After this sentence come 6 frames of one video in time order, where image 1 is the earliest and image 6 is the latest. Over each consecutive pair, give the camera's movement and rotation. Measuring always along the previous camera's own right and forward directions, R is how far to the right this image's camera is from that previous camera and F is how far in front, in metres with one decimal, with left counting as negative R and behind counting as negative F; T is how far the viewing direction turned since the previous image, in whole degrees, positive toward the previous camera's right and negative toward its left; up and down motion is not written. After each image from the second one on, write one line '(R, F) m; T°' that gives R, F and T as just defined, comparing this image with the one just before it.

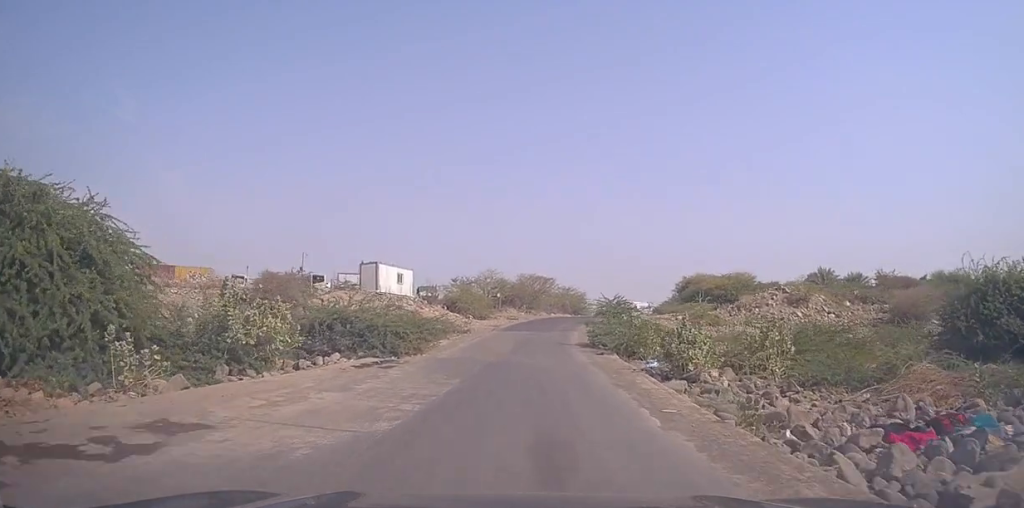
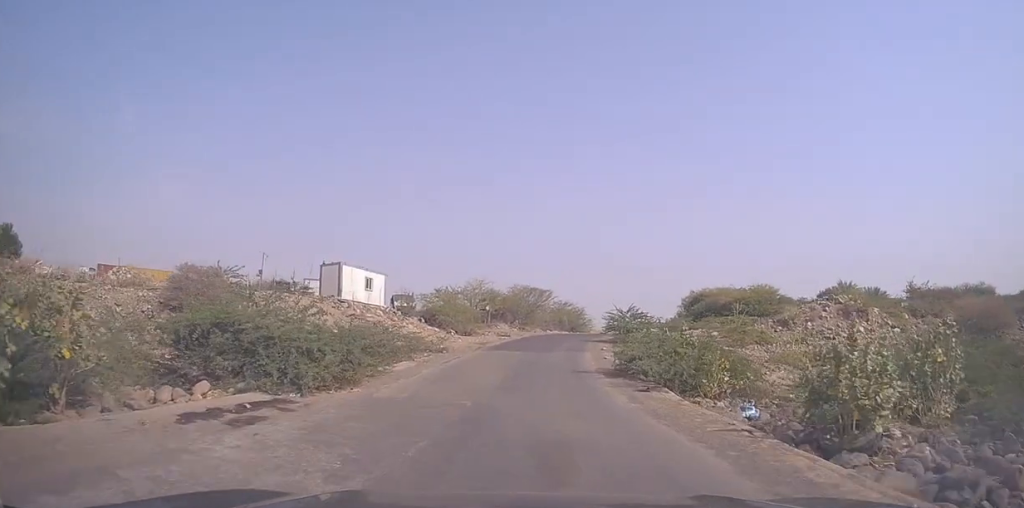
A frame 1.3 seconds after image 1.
(+0.1, +9.5) m; -2°
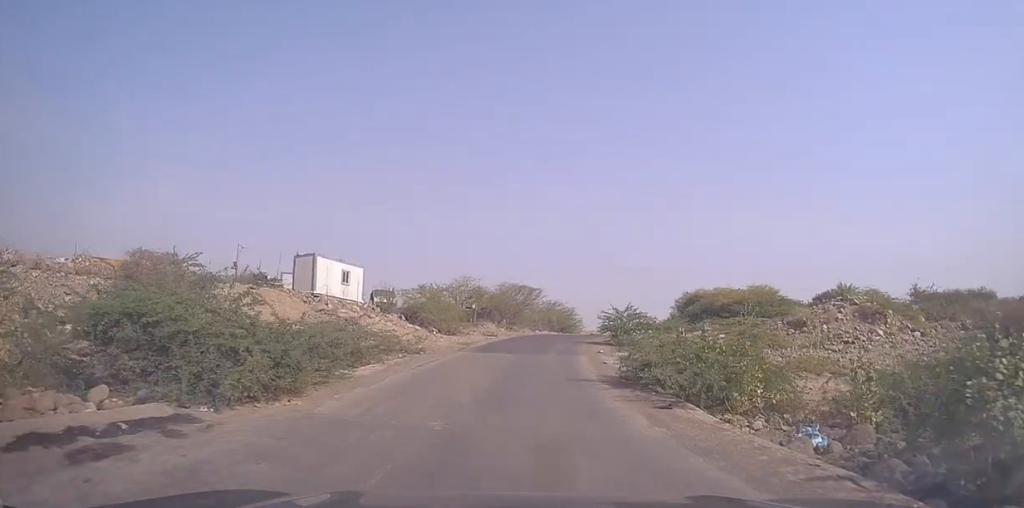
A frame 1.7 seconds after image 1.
(-0.2, +3.3) m; 0°
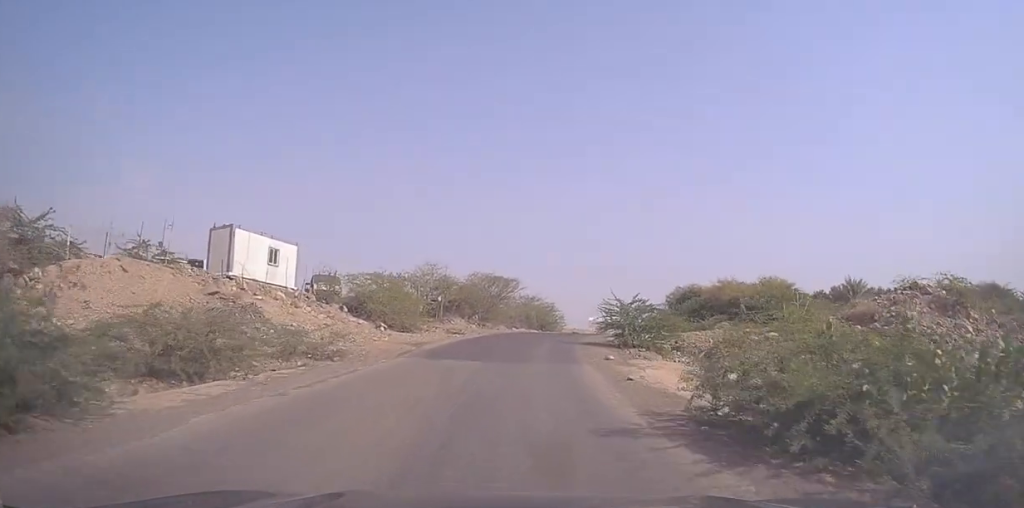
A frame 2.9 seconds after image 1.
(+0.2, +9.1) m; +3°
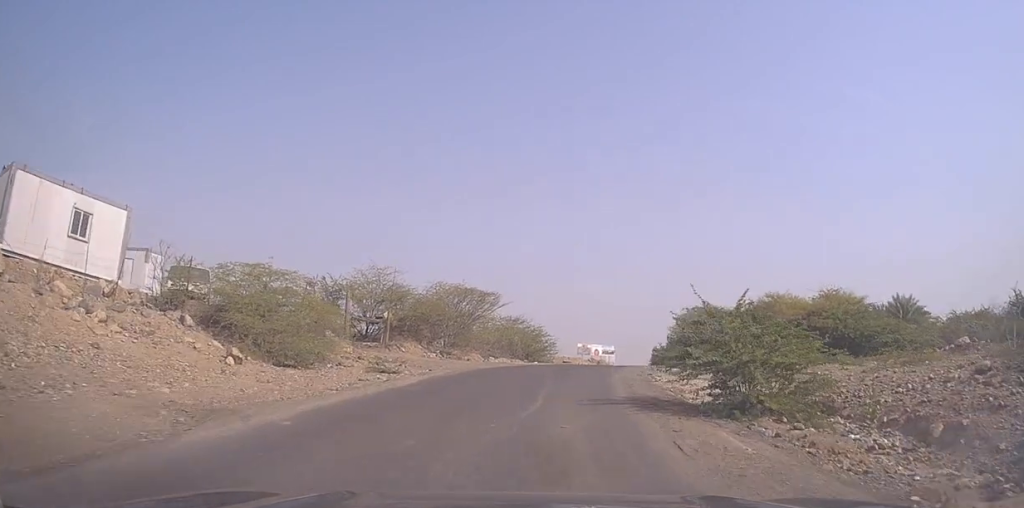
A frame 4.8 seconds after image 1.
(+0.9, +15.8) m; +4°
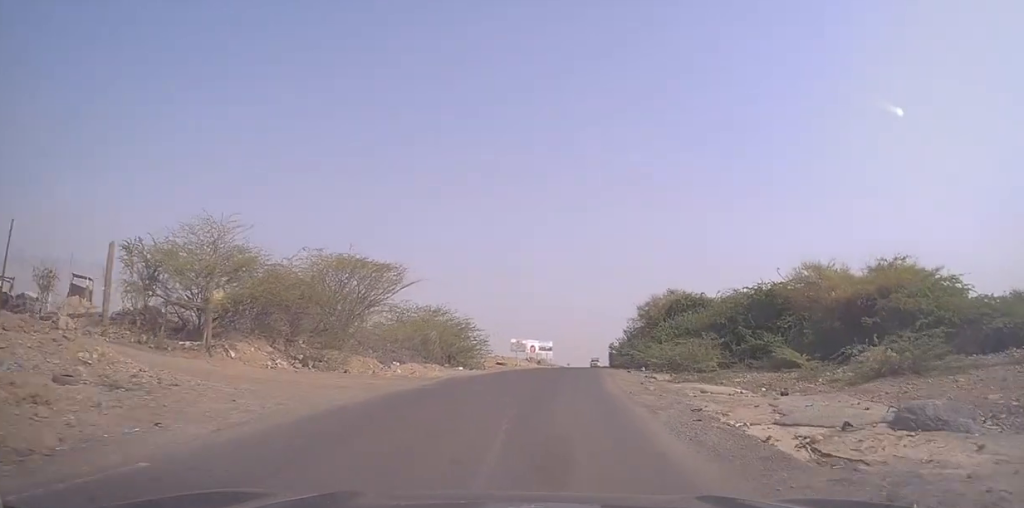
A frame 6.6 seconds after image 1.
(+0.3, +16.1) m; +3°
